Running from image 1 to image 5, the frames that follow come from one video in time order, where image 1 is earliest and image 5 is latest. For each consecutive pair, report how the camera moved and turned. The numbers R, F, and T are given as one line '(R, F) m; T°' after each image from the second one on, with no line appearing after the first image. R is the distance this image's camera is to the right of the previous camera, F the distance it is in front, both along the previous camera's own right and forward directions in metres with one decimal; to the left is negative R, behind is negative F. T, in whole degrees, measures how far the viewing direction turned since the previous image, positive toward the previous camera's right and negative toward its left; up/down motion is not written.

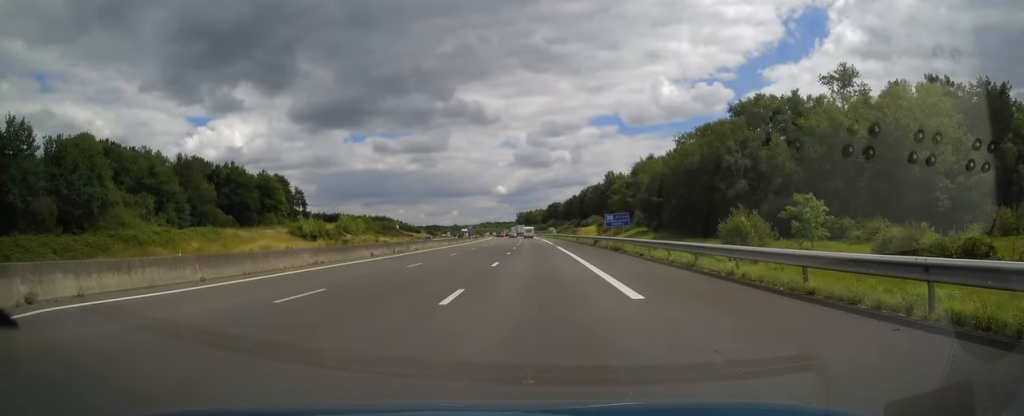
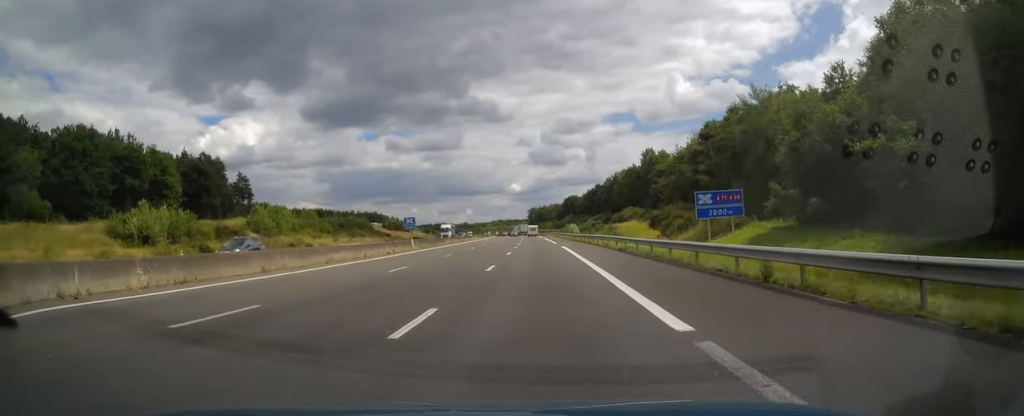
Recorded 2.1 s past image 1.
(-0.8, +54.9) m; -2°
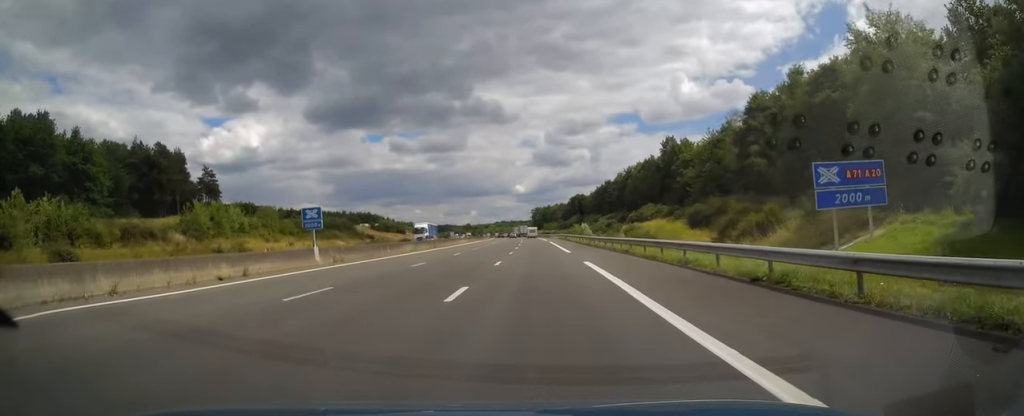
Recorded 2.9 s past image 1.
(-0.2, +21.9) m; 0°
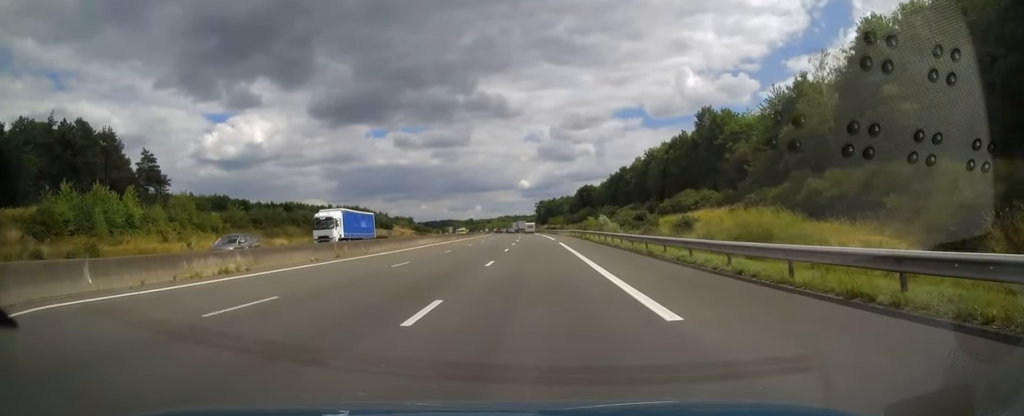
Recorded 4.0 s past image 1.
(0.0, +29.3) m; 0°
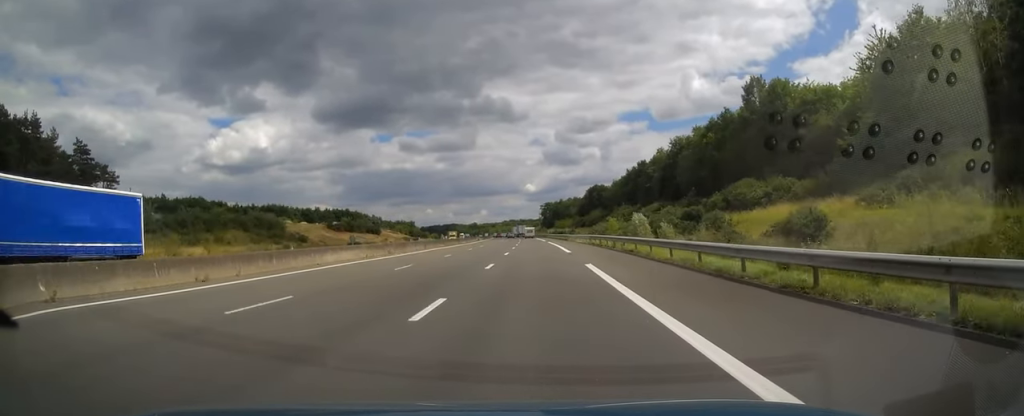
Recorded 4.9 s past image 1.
(-0.1, +25.2) m; -1°
